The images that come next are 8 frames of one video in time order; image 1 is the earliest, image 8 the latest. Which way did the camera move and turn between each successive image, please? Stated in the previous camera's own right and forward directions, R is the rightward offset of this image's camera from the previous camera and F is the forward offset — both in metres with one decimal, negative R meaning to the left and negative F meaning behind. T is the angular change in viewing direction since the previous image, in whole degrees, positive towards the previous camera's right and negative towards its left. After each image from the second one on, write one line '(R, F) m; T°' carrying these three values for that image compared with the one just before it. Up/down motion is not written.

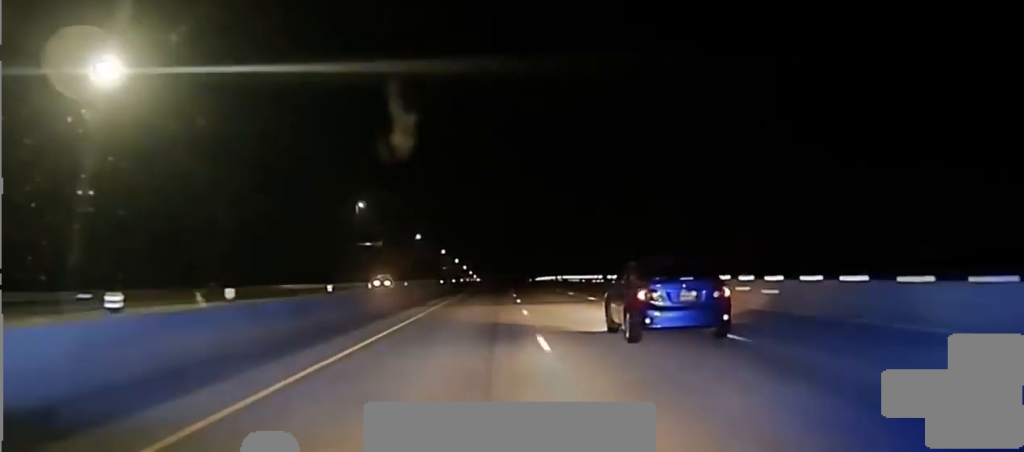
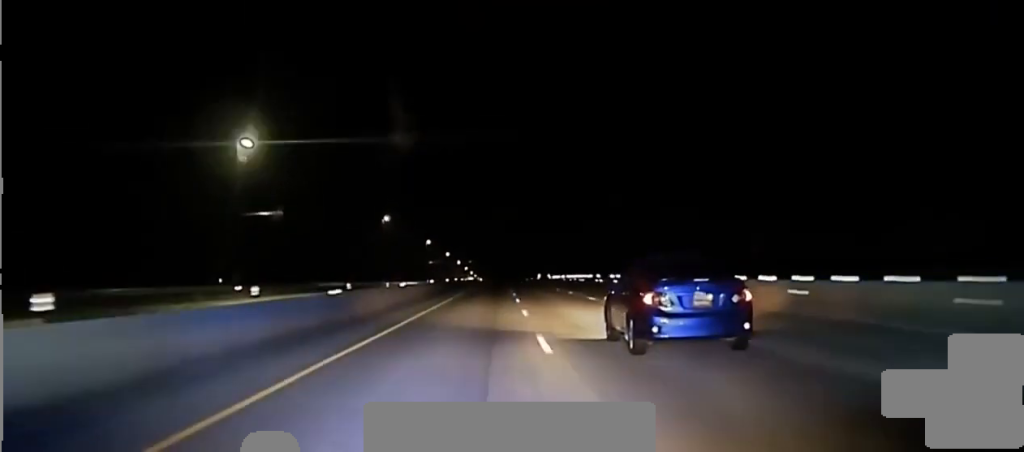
(-0.1, +66.5) m; 0°
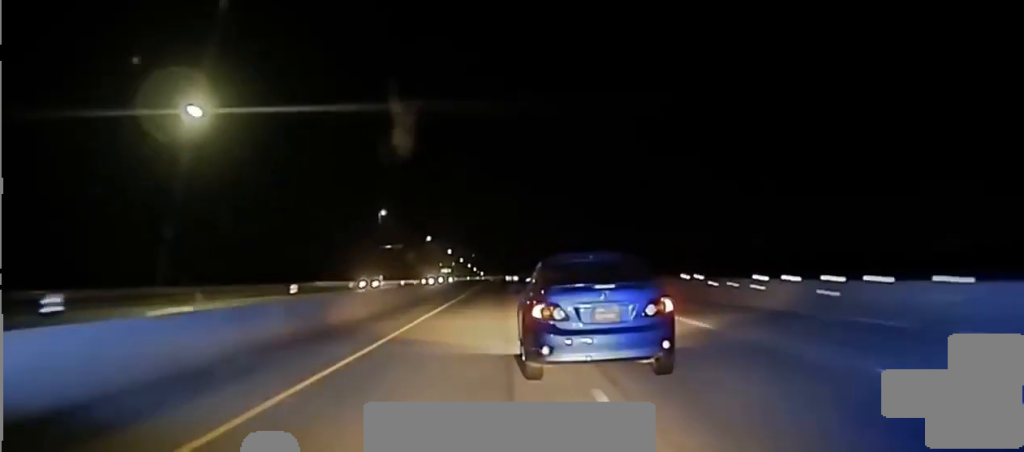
(0.0, +106.6) m; 0°
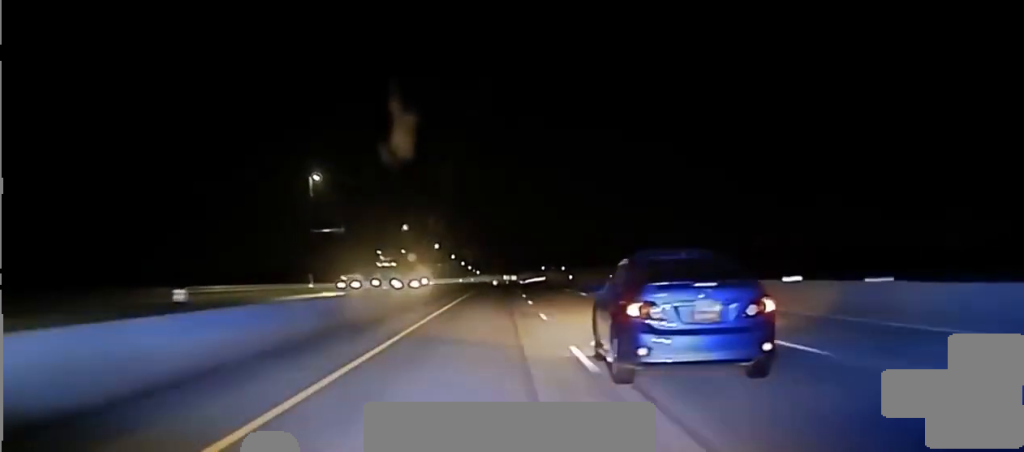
(+0.3, +48.7) m; 0°
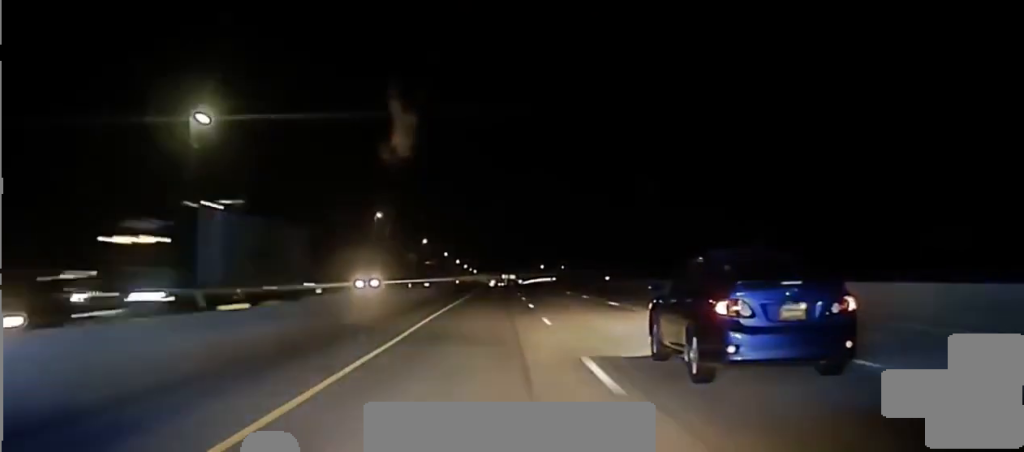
(-0.1, +34.4) m; 0°
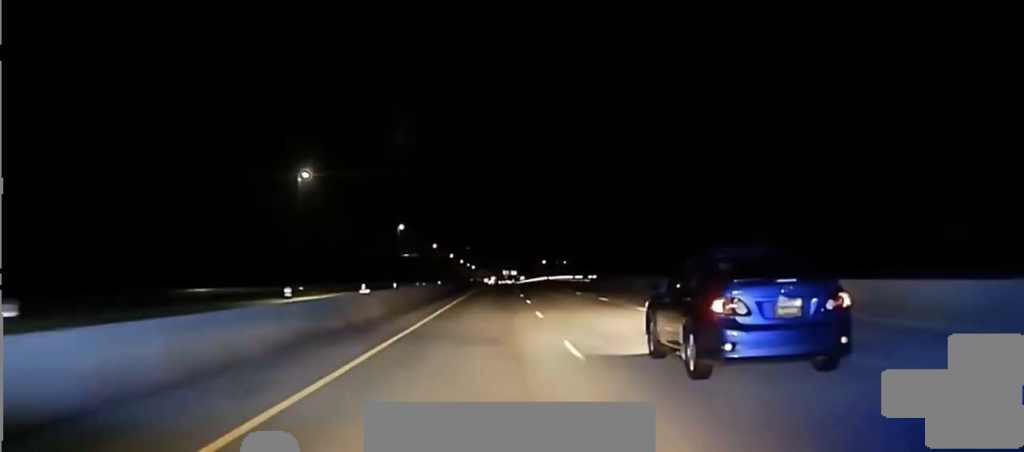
(-0.2, +57.7) m; 0°
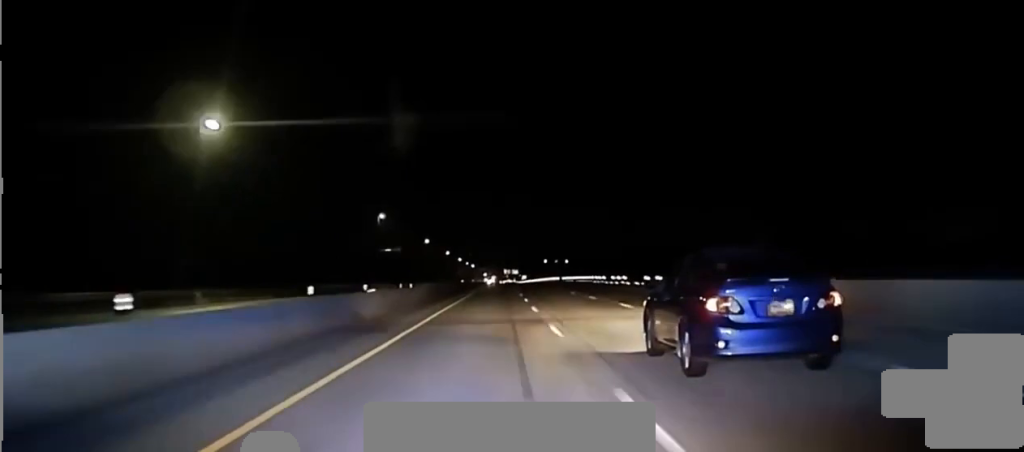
(0.0, +36.9) m; 0°
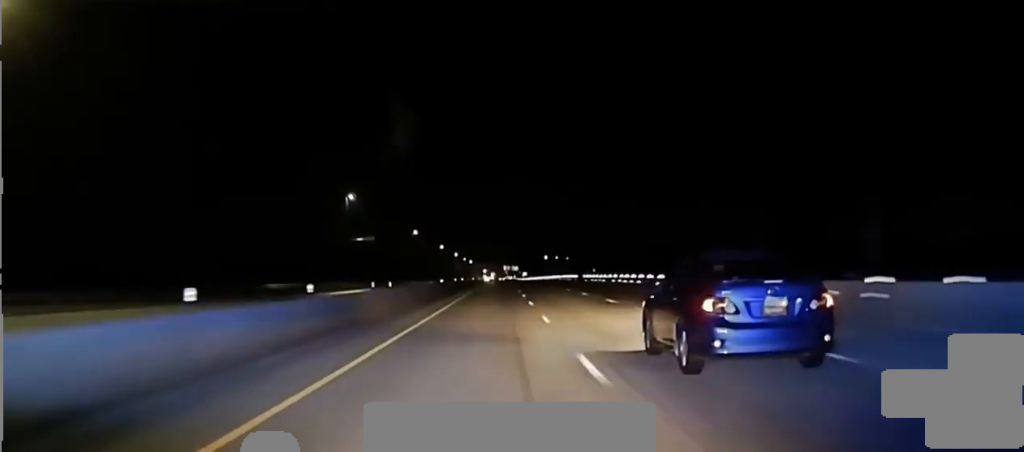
(+0.1, +35.7) m; 0°
